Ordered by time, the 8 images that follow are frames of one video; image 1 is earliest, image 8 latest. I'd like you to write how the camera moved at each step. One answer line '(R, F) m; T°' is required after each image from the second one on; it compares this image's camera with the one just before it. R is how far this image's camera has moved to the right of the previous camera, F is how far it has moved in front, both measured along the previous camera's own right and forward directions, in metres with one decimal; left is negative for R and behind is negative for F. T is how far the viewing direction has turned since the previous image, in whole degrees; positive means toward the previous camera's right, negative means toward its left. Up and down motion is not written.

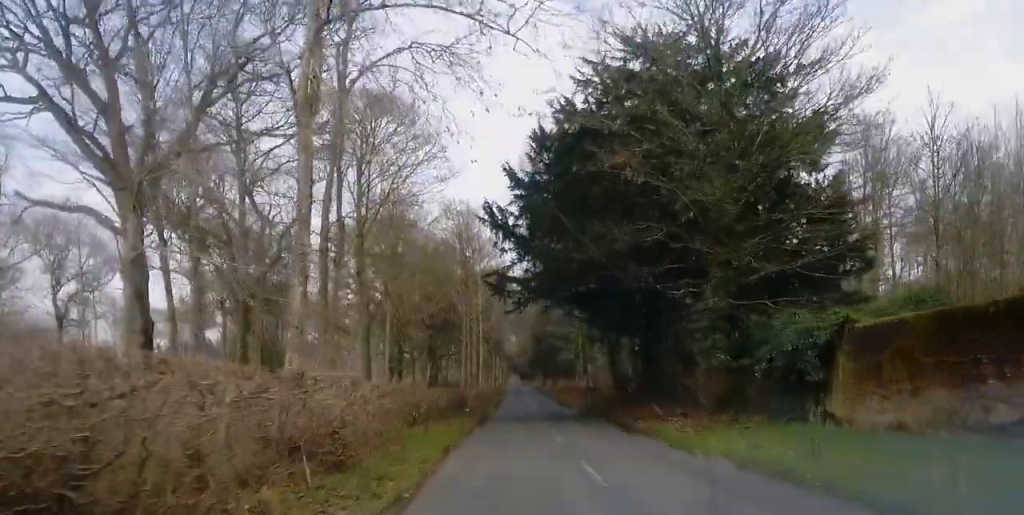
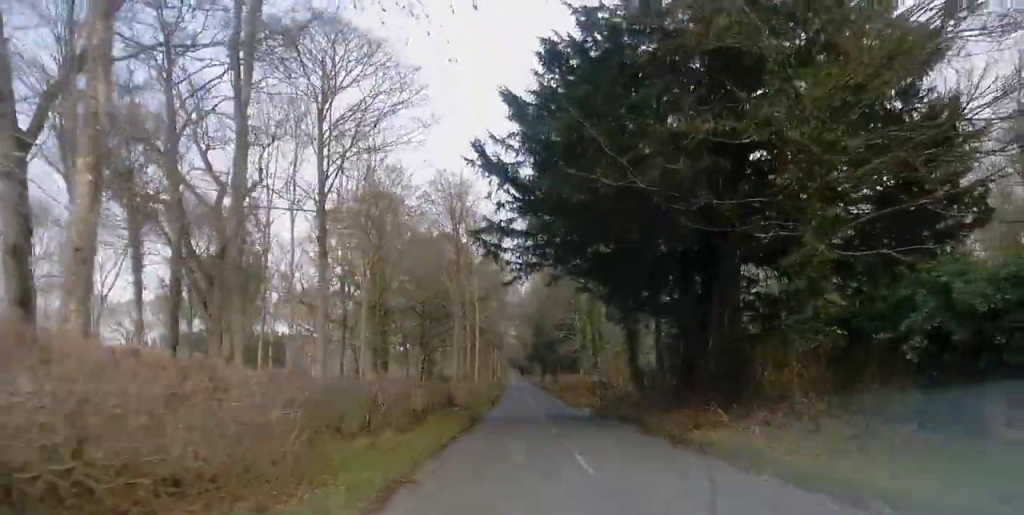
(0.0, +8.2) m; 0°
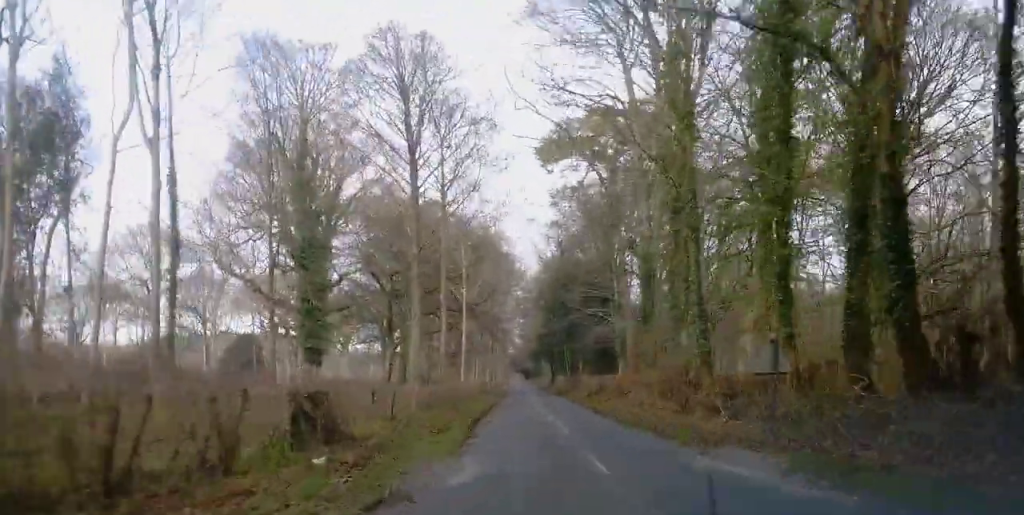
(0.0, +26.9) m; 0°
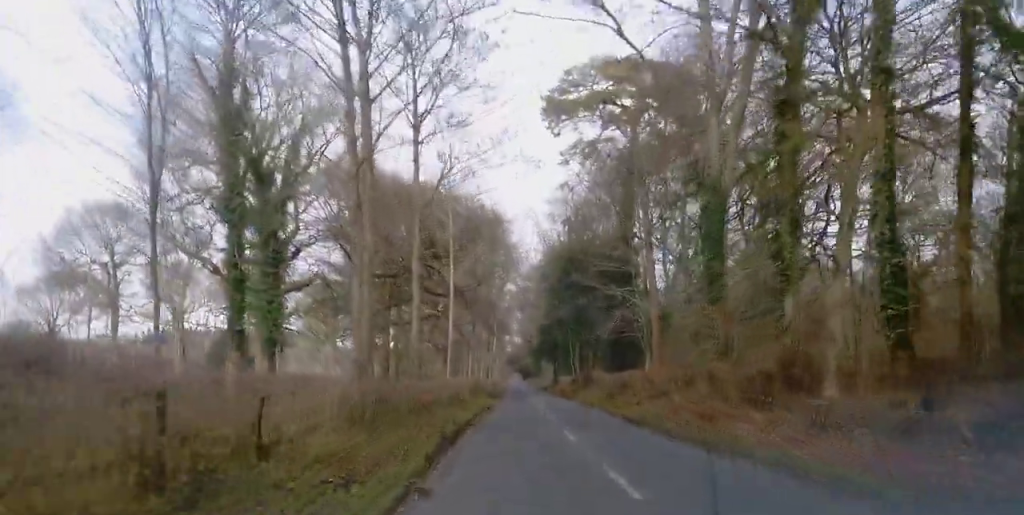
(-0.1, +11.2) m; 0°
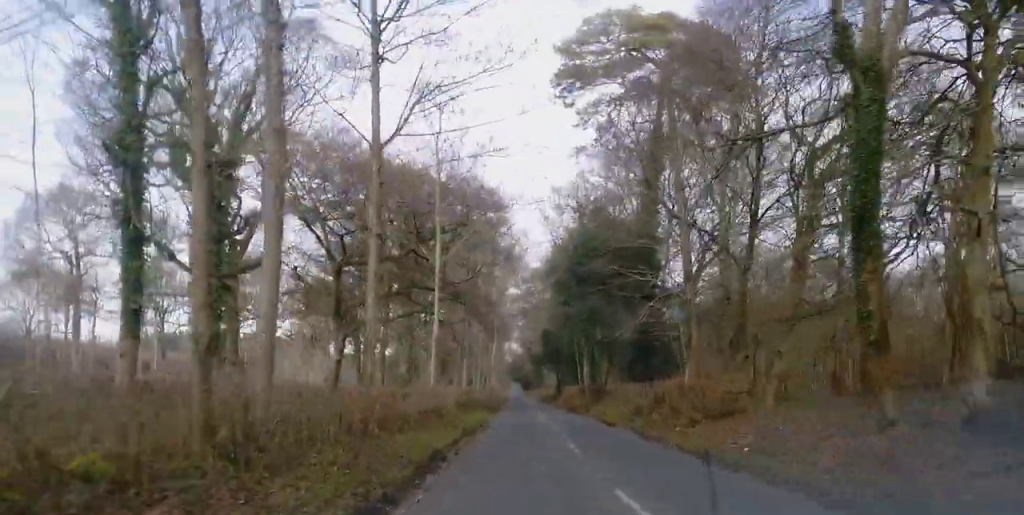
(0.0, +9.5) m; 0°
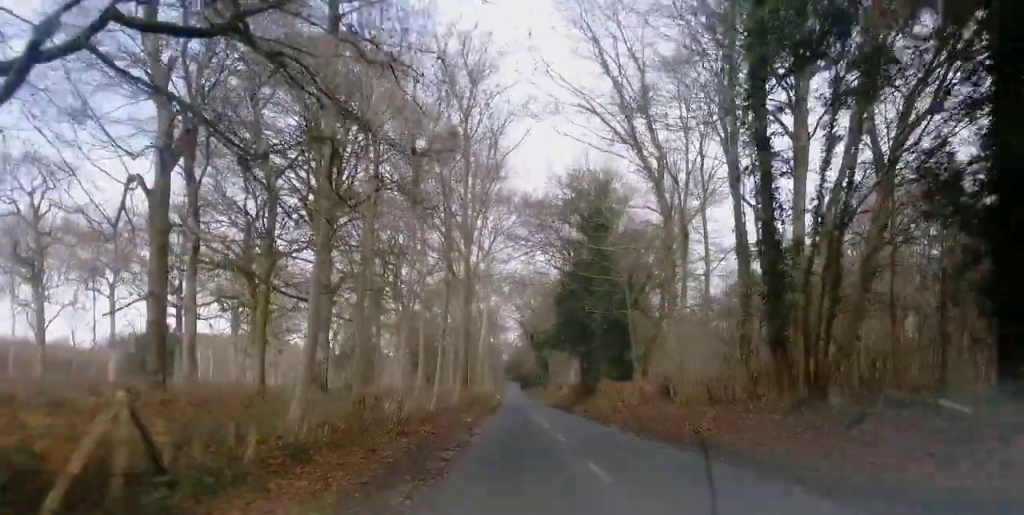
(+0.8, +39.5) m; +2°
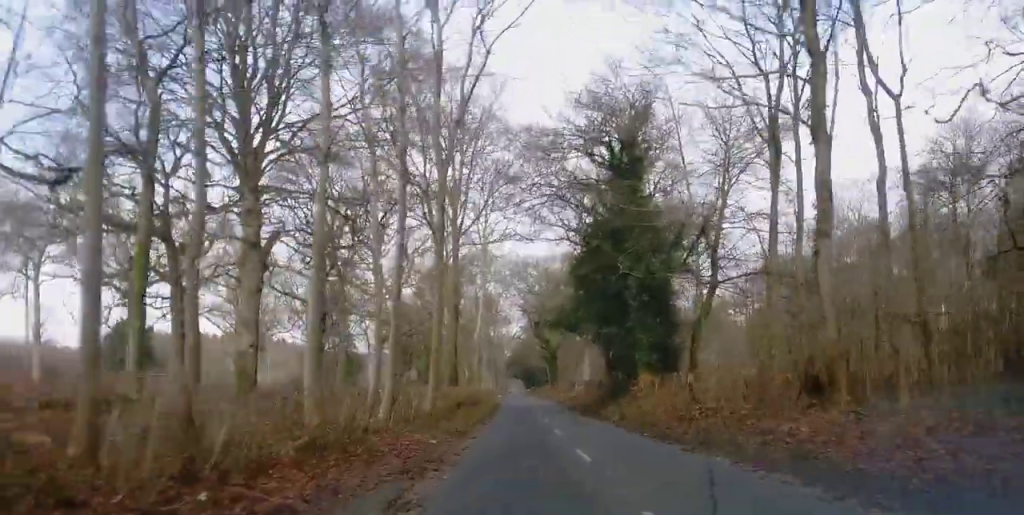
(0.0, +15.1) m; 0°
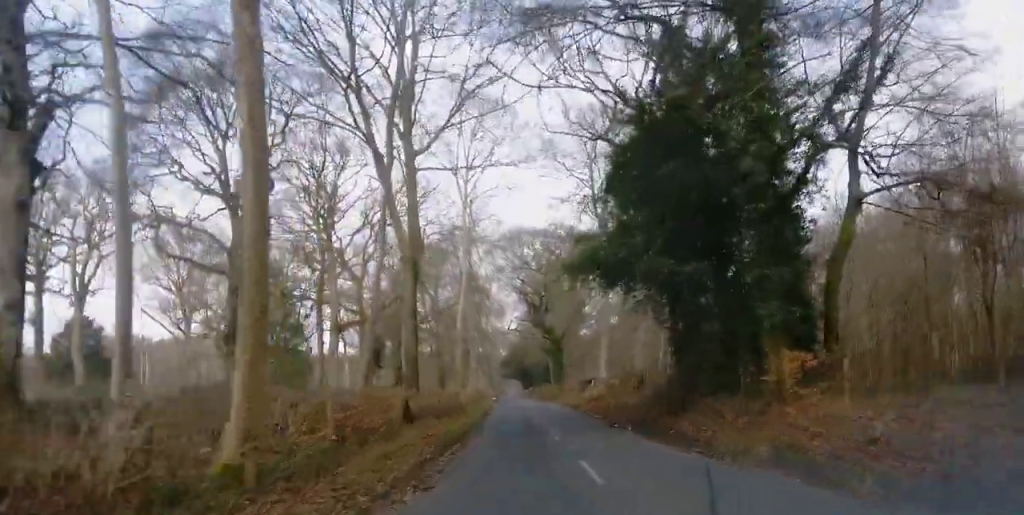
(0.0, +19.5) m; 0°
